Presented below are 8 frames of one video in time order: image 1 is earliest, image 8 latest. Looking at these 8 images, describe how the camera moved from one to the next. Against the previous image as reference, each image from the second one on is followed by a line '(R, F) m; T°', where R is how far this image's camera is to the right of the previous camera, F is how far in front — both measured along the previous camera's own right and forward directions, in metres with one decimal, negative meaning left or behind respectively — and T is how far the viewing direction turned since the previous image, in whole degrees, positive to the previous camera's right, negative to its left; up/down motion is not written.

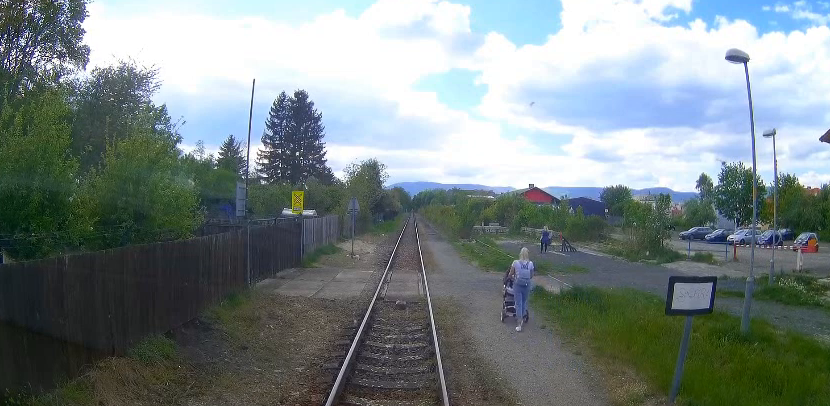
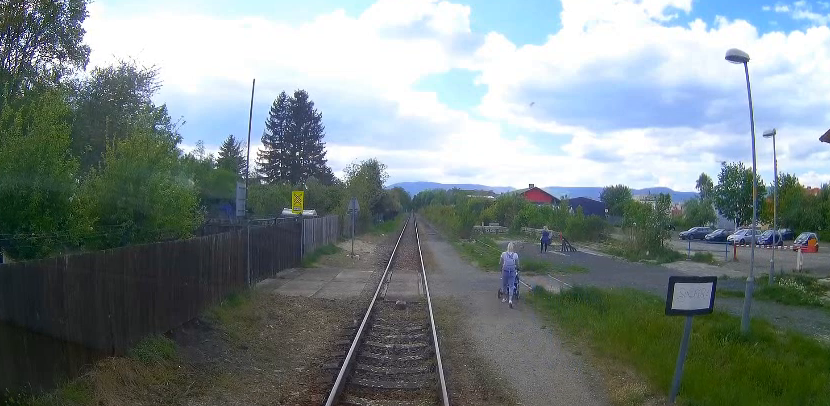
(0.0, 0.0) m; 0°
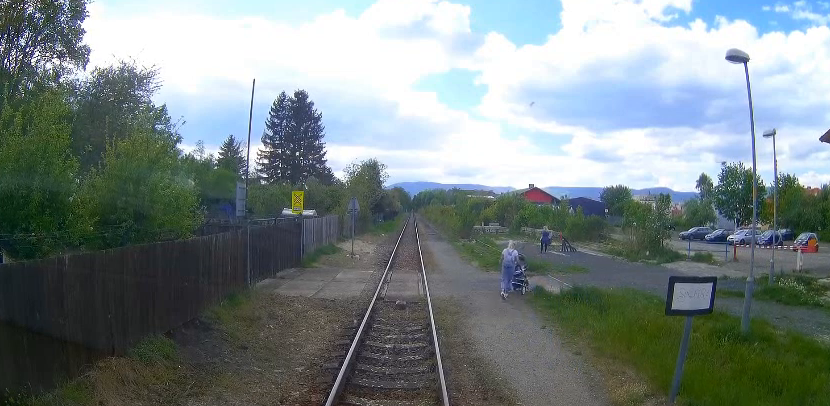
(0.0, 0.0) m; 0°
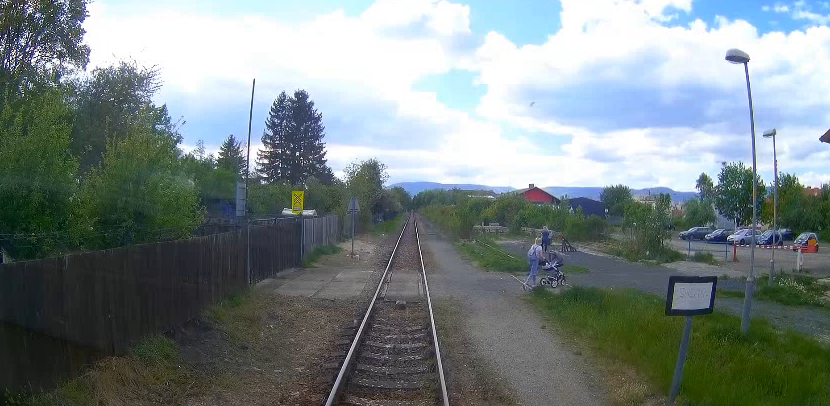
(0.0, 0.0) m; 0°
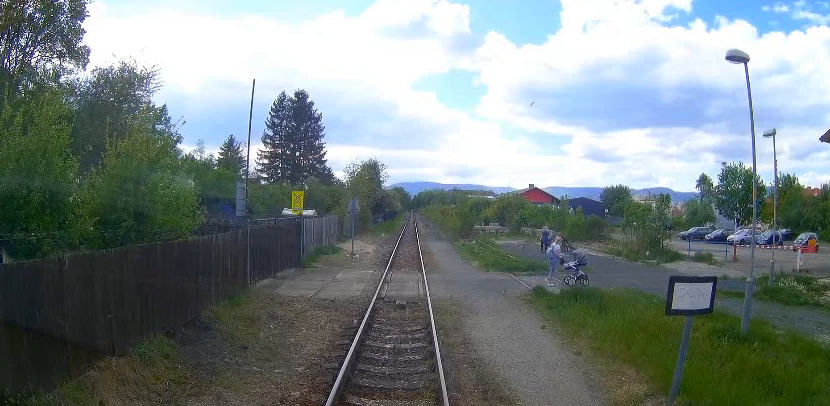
(0.0, 0.0) m; 0°
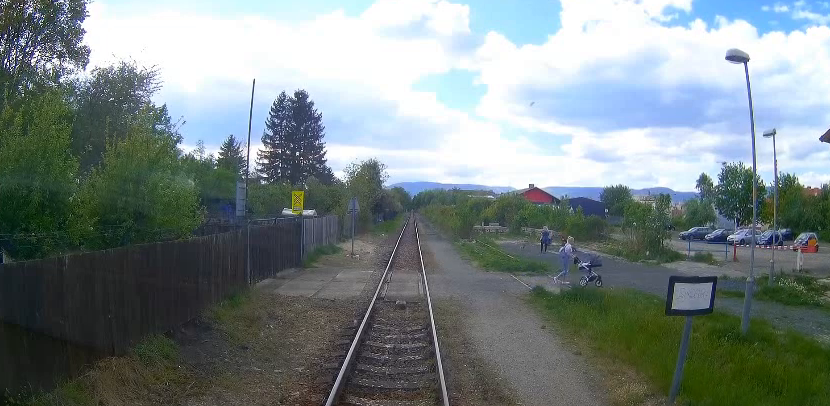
(0.0, 0.0) m; 0°
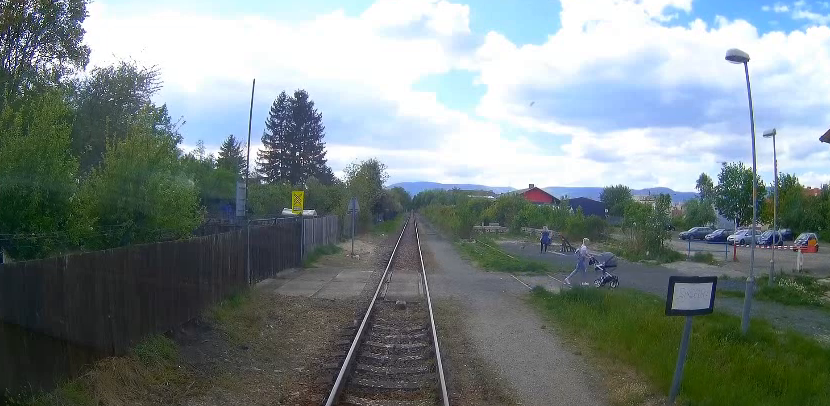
(0.0, 0.0) m; 0°
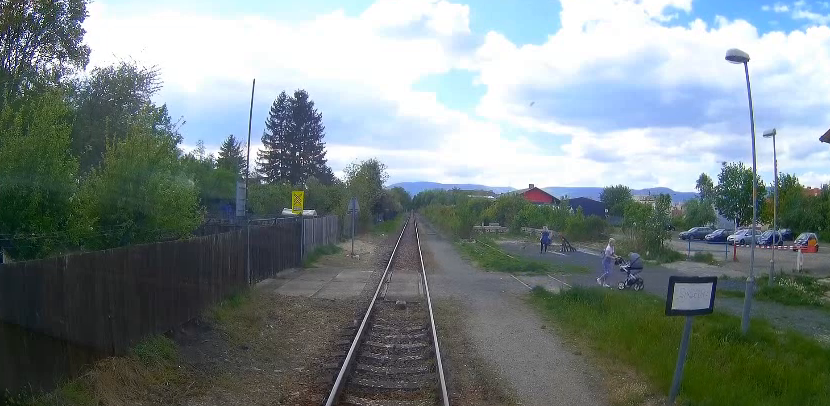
(0.0, 0.0) m; 0°
